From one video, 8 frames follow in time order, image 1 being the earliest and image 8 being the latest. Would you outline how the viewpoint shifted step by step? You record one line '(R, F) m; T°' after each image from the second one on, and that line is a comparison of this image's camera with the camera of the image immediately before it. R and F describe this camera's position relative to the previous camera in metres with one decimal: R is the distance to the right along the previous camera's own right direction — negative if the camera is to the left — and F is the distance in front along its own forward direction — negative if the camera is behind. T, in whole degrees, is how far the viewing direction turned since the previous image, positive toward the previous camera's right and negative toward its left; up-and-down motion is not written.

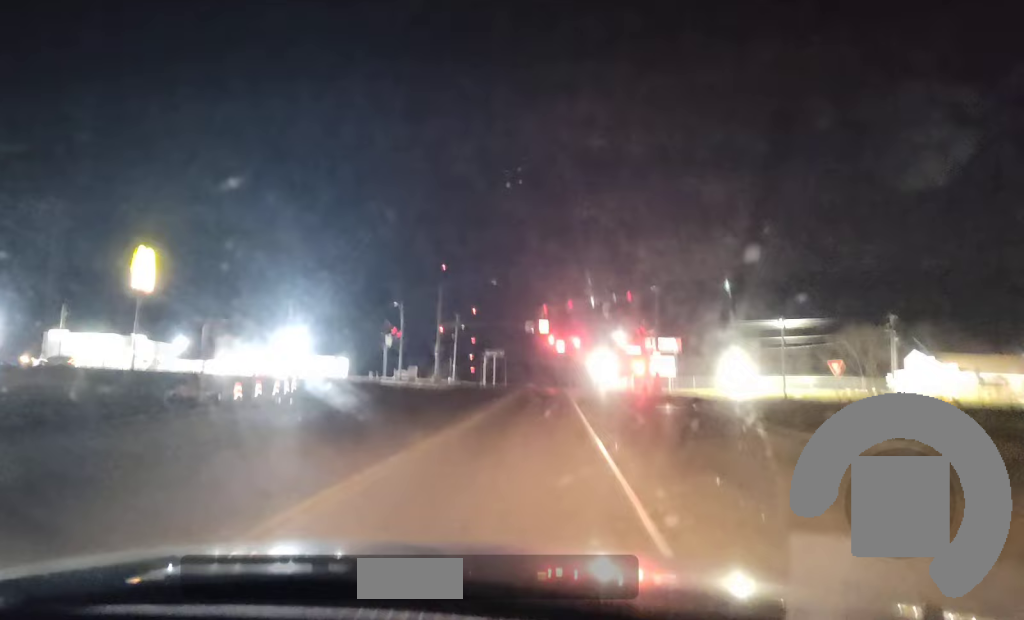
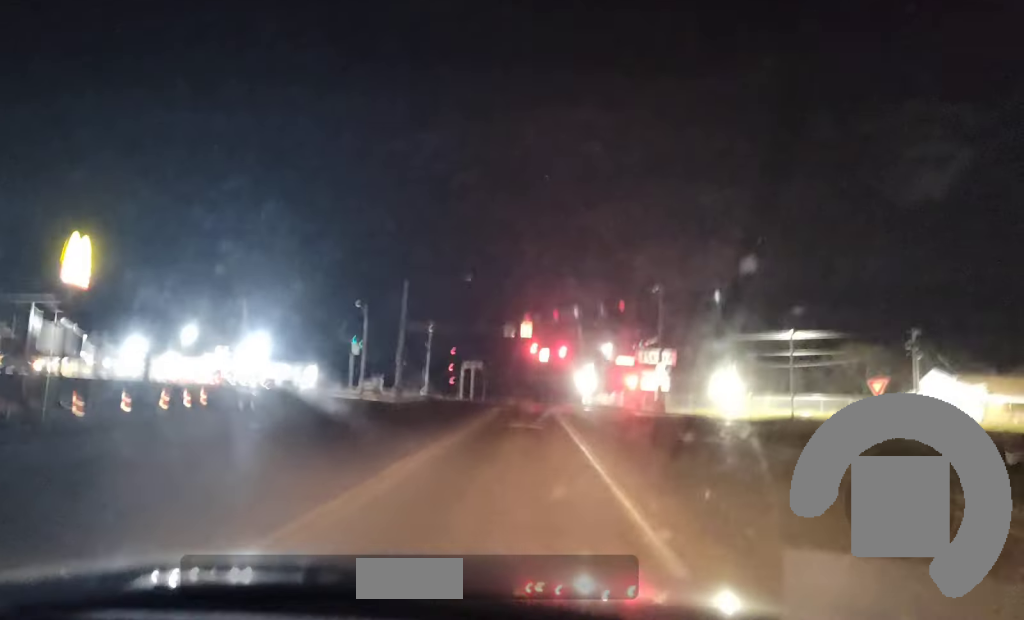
(0.0, +13.2) m; +1°
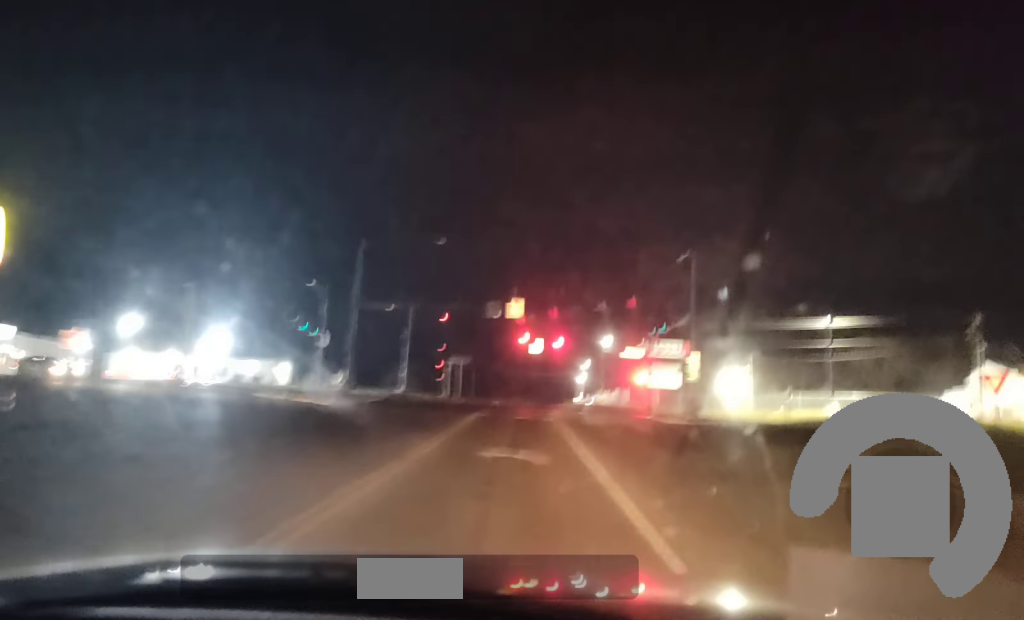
(+0.3, +16.7) m; +1°
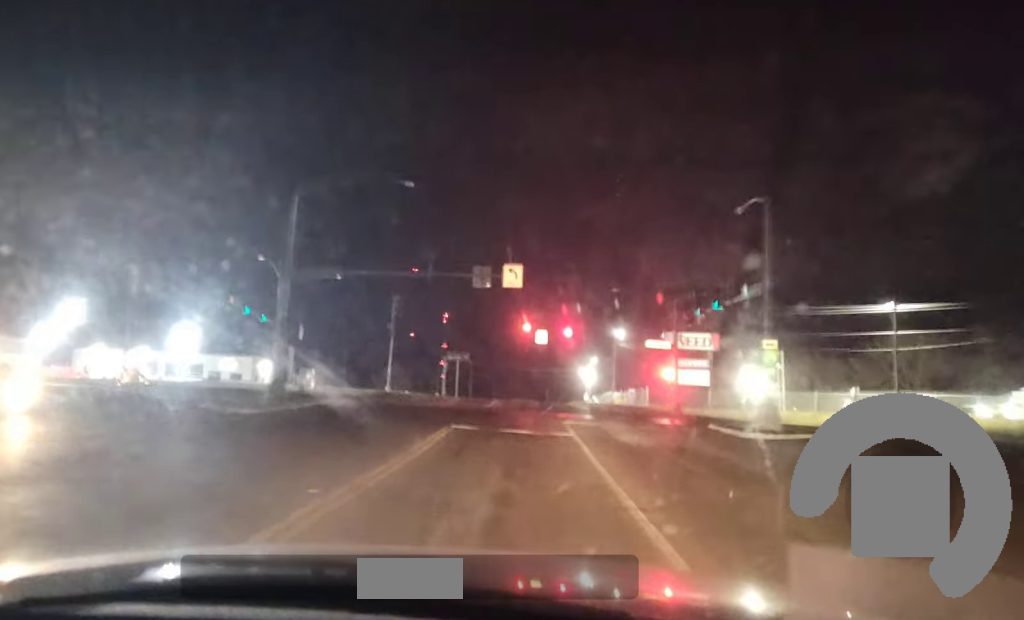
(-0.2, +15.5) m; +1°
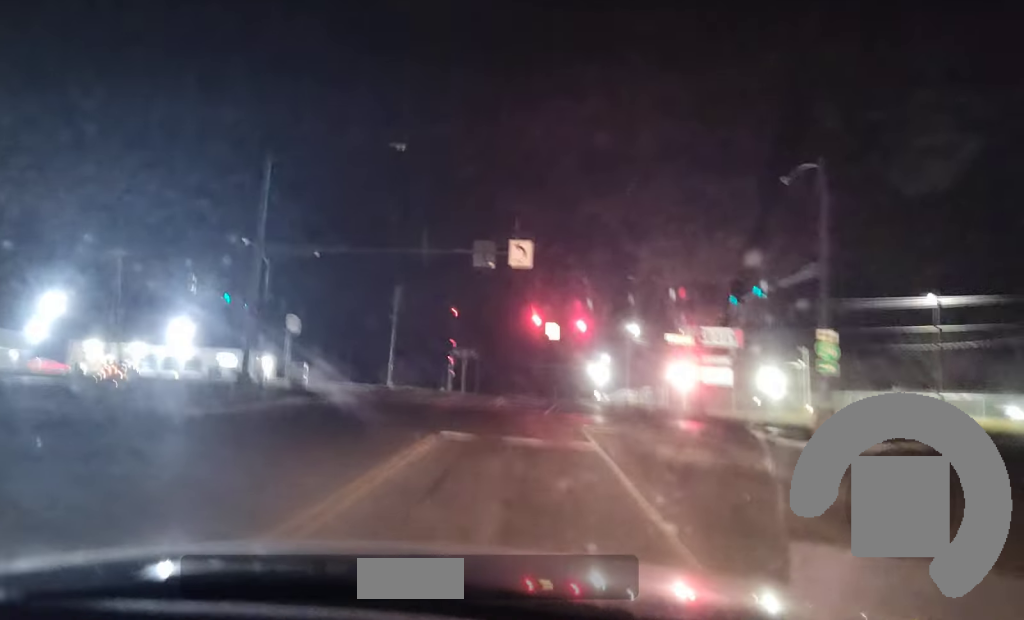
(+0.1, +6.0) m; 0°
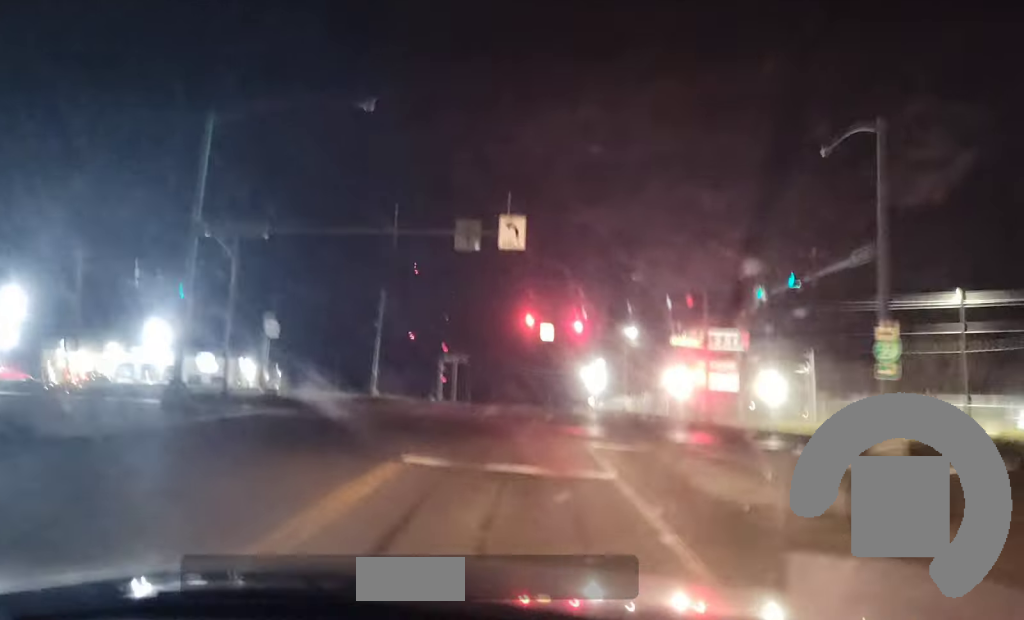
(-0.1, +5.3) m; 0°
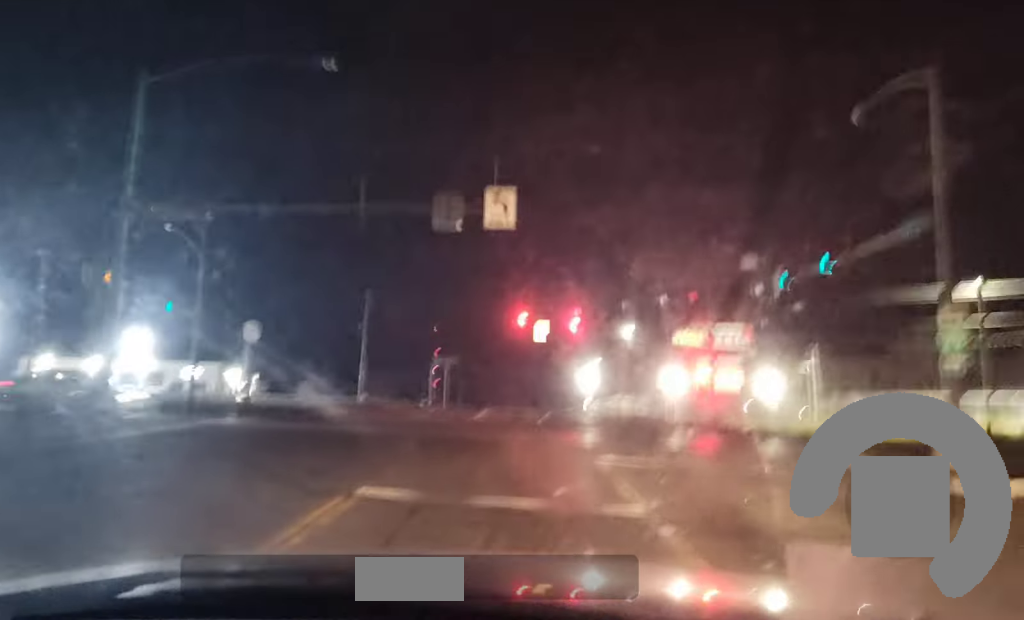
(-0.1, +4.3) m; 0°
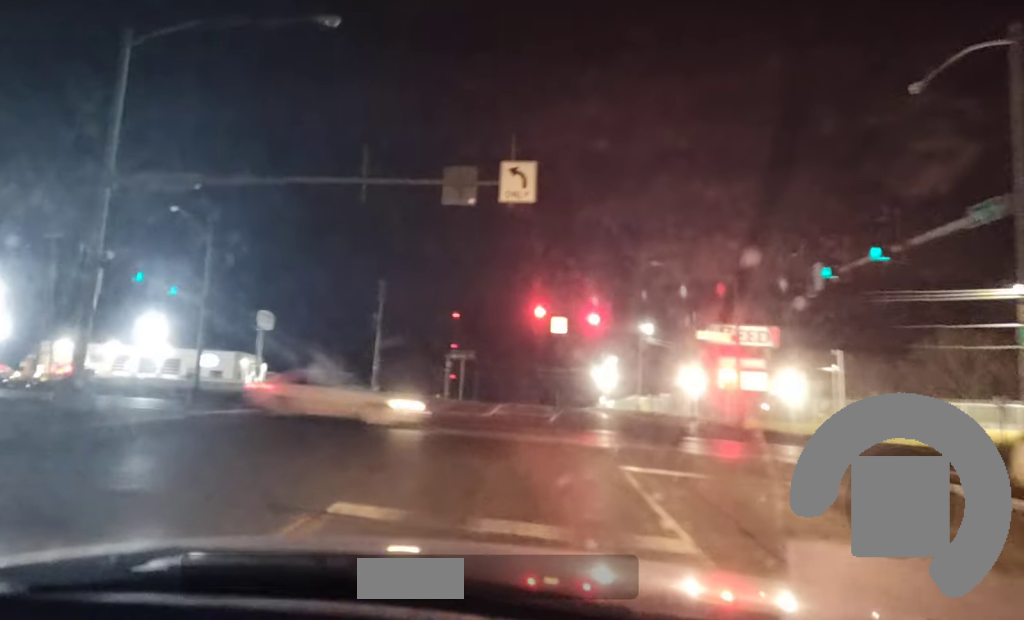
(+0.1, +2.4) m; +1°
